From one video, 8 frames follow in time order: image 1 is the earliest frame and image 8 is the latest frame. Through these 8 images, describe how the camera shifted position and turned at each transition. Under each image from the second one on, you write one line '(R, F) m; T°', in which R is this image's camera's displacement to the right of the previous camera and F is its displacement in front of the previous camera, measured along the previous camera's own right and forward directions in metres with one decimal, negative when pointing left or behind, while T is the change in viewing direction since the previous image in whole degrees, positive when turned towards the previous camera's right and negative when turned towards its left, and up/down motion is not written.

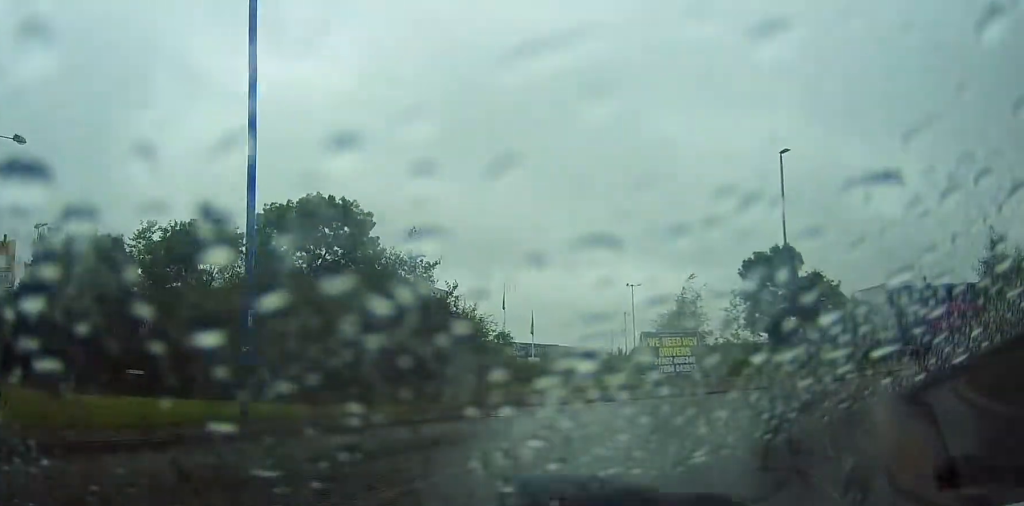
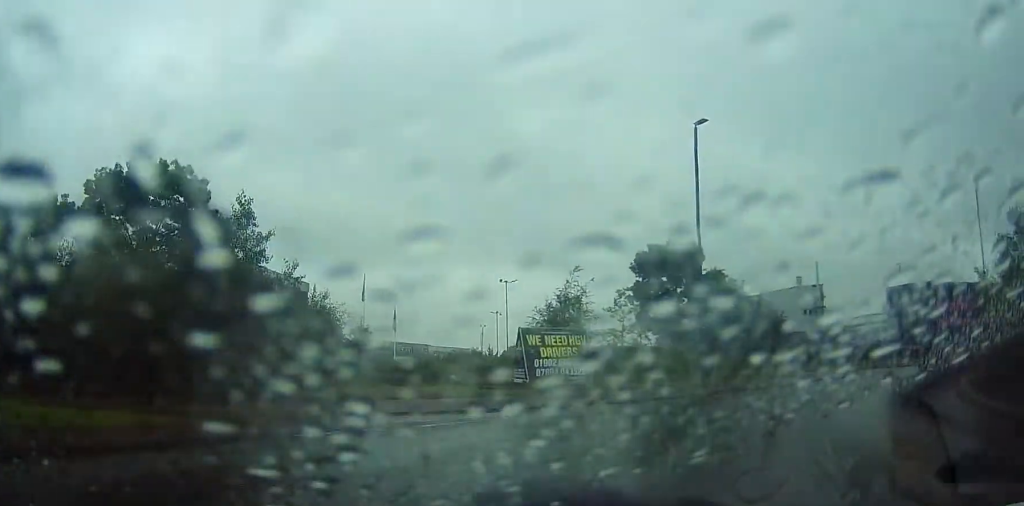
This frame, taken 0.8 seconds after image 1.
(+0.7, +6.1) m; +12°
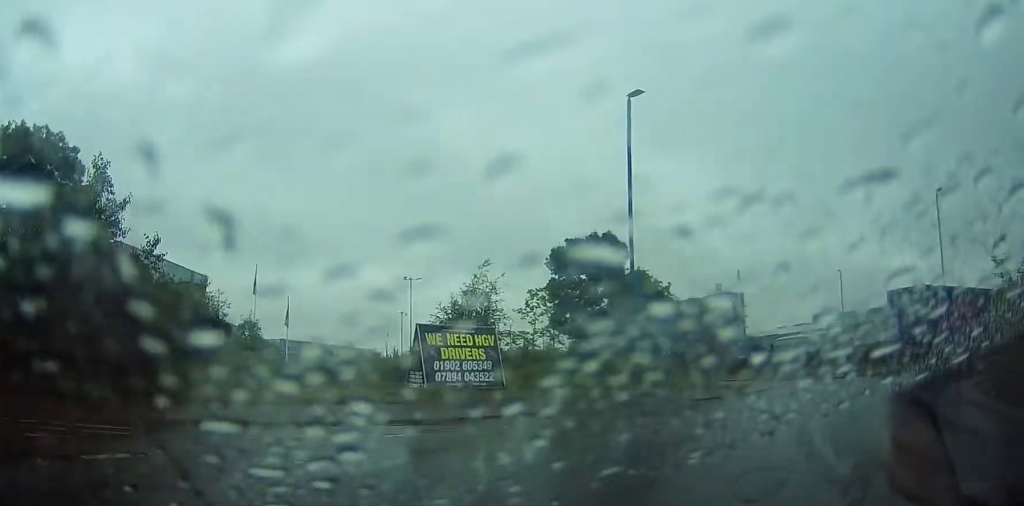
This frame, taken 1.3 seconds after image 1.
(+0.3, +4.6) m; +7°
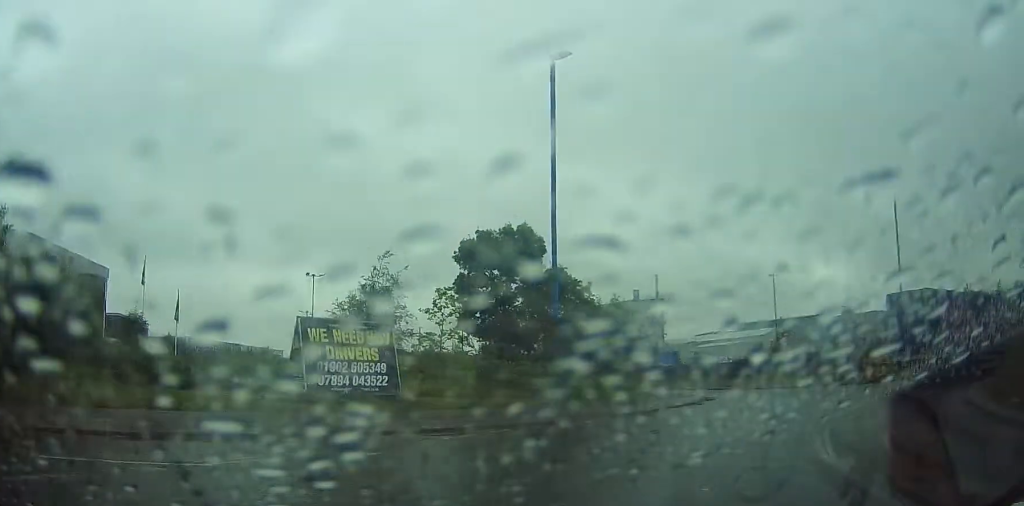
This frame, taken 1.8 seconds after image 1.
(+0.1, +4.4) m; +6°
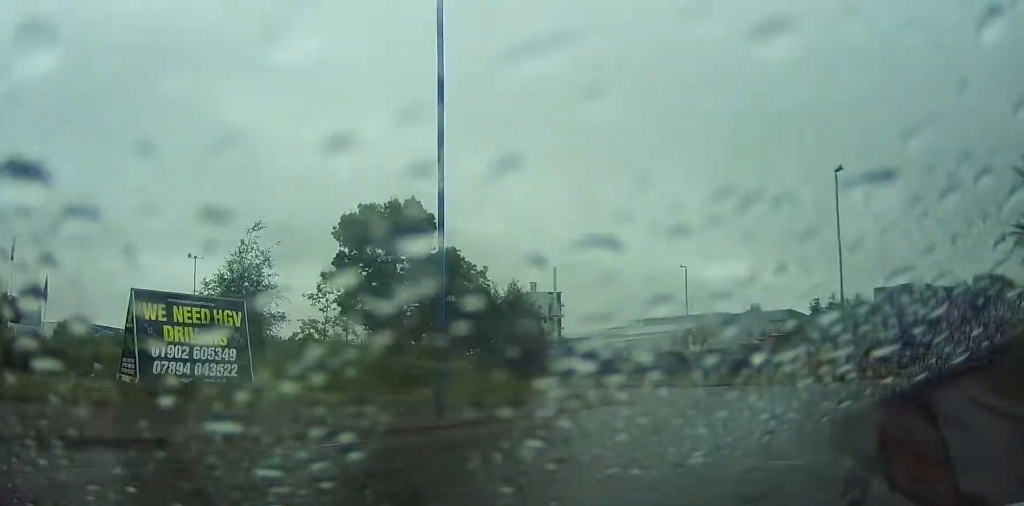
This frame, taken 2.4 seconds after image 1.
(+0.4, +4.7) m; +7°
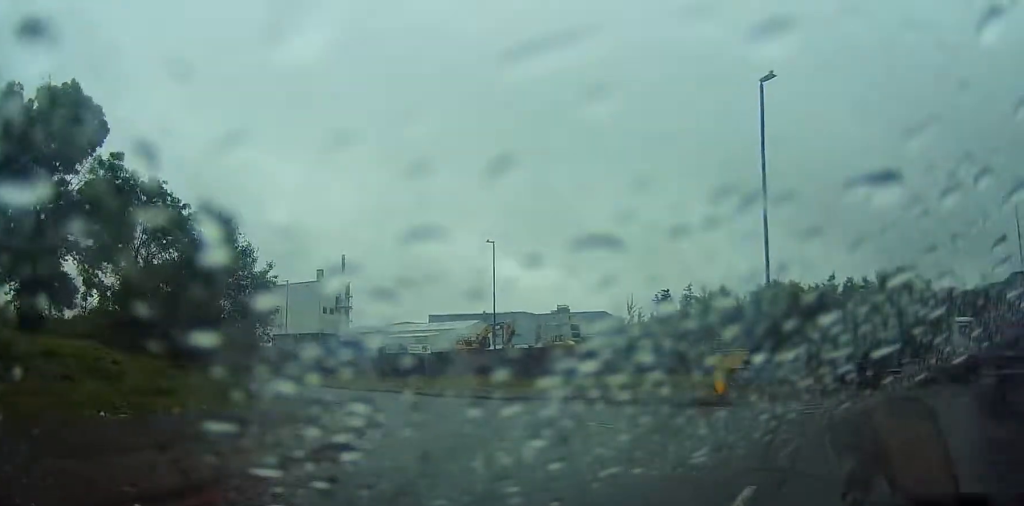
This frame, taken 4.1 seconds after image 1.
(+1.8, +15.8) m; +4°
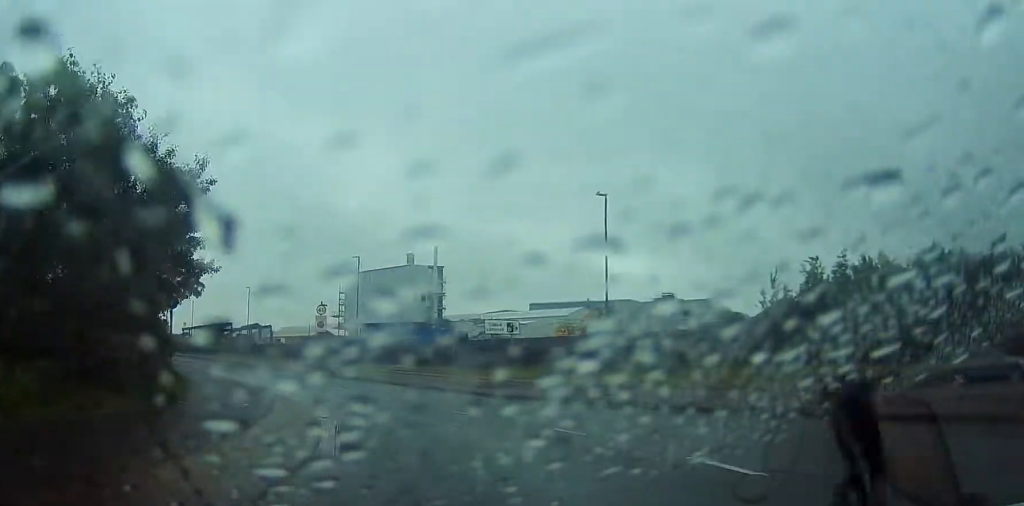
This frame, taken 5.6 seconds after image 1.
(-1.0, +13.5) m; -12°
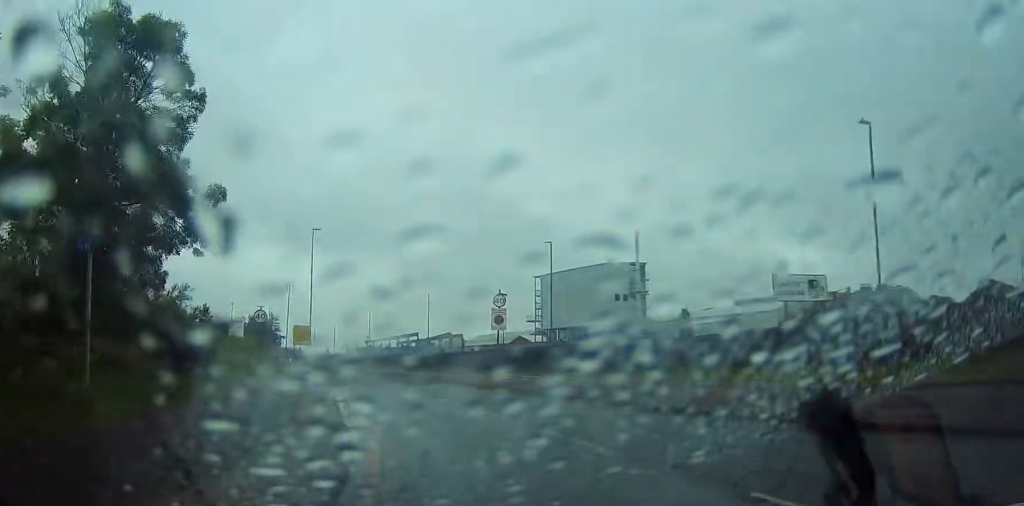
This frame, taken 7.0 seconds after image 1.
(-1.8, +14.1) m; -13°
